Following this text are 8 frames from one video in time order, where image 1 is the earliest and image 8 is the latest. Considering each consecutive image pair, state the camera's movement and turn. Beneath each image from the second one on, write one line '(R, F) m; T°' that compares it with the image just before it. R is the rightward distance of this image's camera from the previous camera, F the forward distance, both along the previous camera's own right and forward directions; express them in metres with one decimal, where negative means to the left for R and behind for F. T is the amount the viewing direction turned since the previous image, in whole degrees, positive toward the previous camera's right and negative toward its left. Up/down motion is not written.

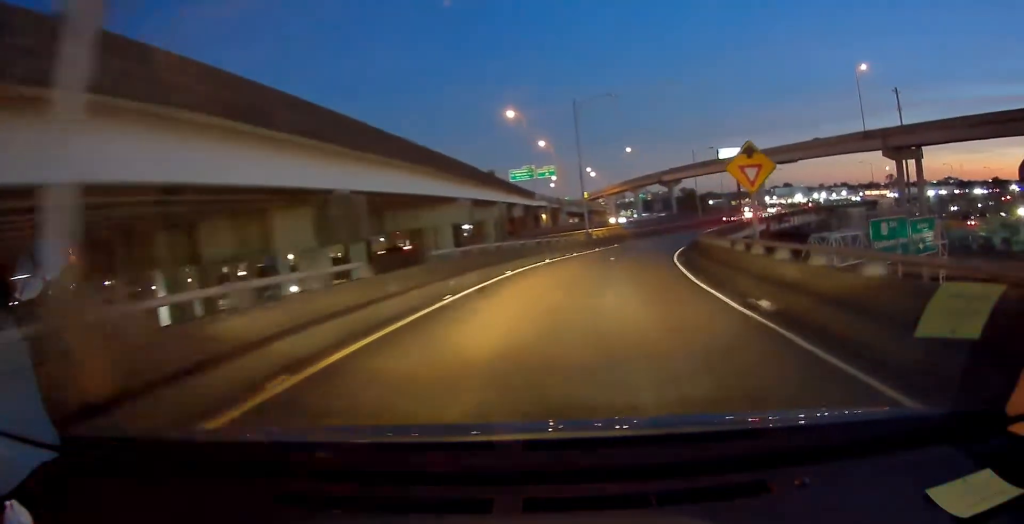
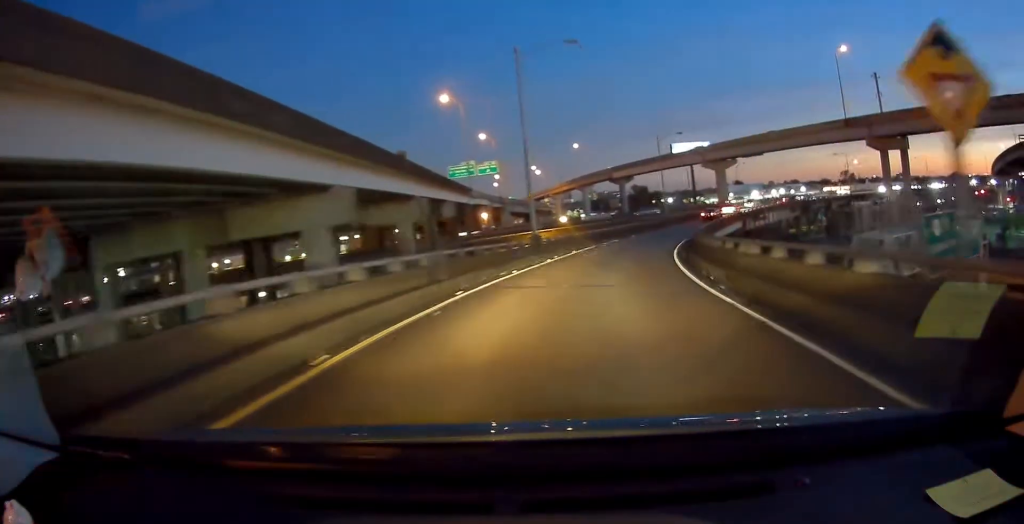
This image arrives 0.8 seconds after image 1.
(+0.7, +11.4) m; +2°
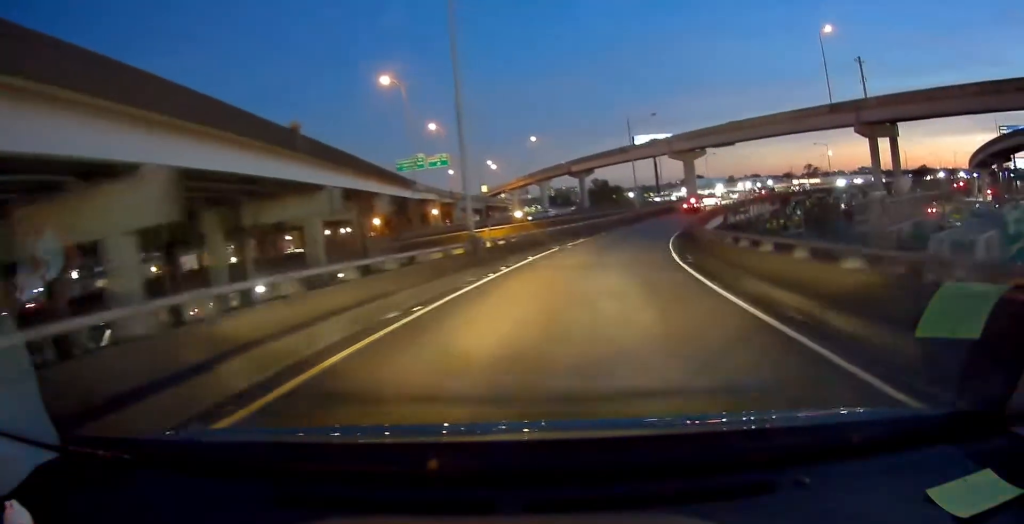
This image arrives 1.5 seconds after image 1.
(0.0, +9.5) m; 0°
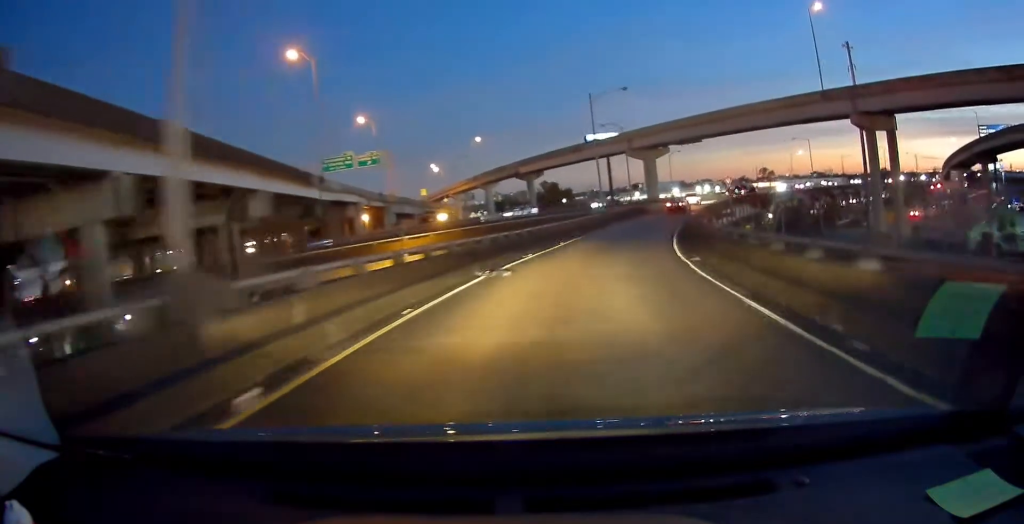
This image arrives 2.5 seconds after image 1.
(0.0, +14.0) m; +7°
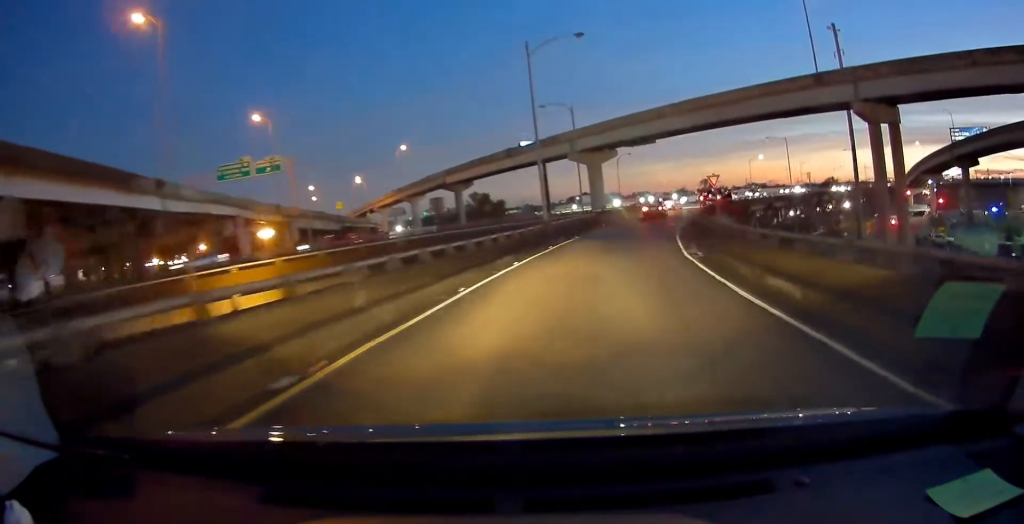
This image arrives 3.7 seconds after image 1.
(+2.6, +16.1) m; +21°
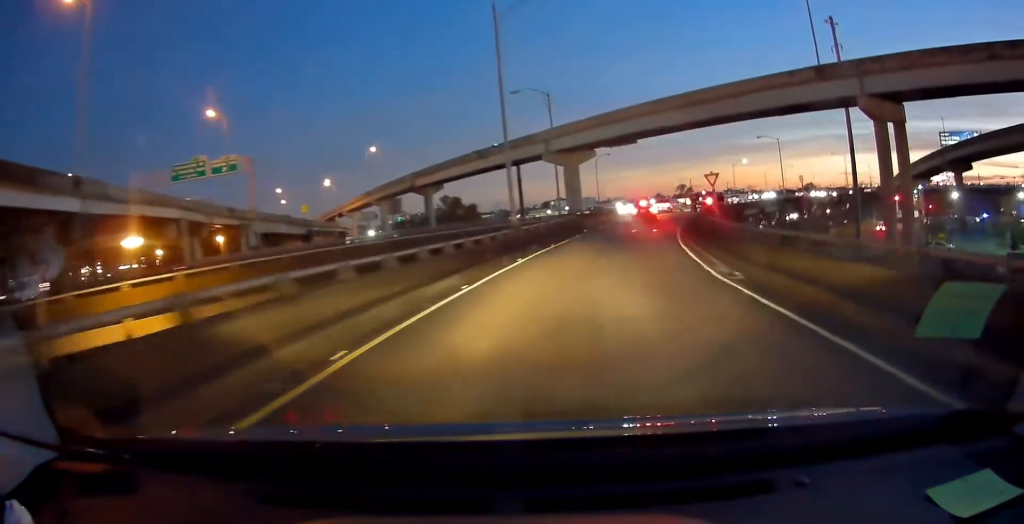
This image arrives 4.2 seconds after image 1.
(+0.5, +6.0) m; +5°
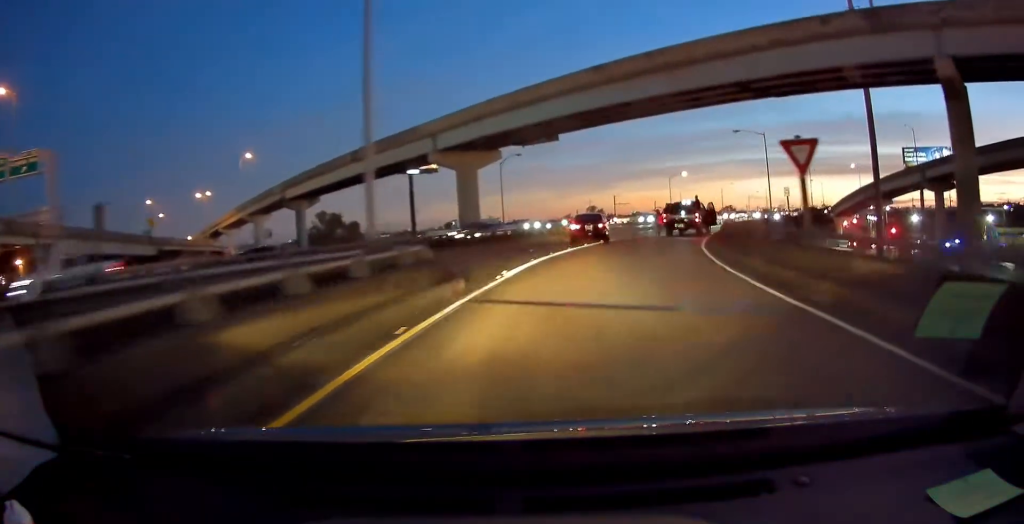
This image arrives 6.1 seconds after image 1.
(-0.1, +23.0) m; -2°
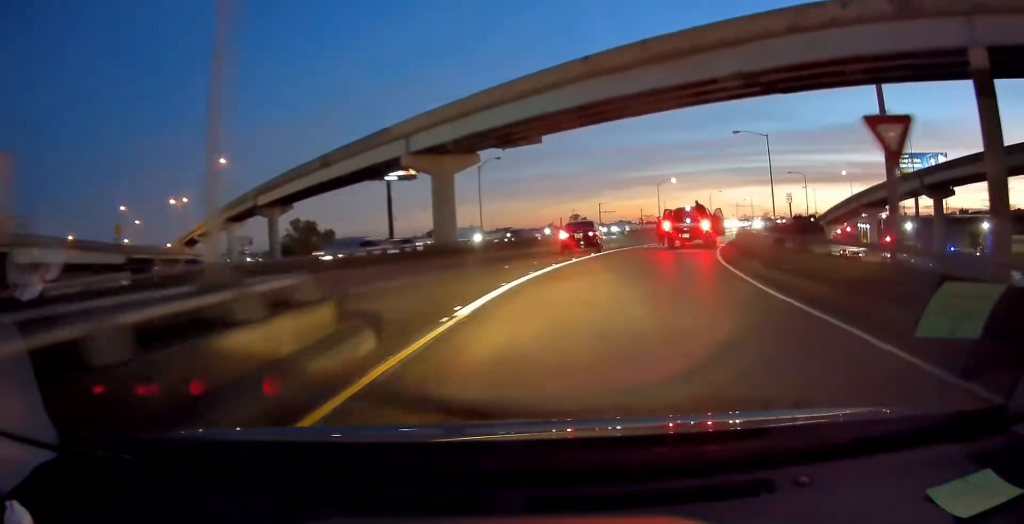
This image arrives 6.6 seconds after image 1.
(+0.3, +4.9) m; +2°
